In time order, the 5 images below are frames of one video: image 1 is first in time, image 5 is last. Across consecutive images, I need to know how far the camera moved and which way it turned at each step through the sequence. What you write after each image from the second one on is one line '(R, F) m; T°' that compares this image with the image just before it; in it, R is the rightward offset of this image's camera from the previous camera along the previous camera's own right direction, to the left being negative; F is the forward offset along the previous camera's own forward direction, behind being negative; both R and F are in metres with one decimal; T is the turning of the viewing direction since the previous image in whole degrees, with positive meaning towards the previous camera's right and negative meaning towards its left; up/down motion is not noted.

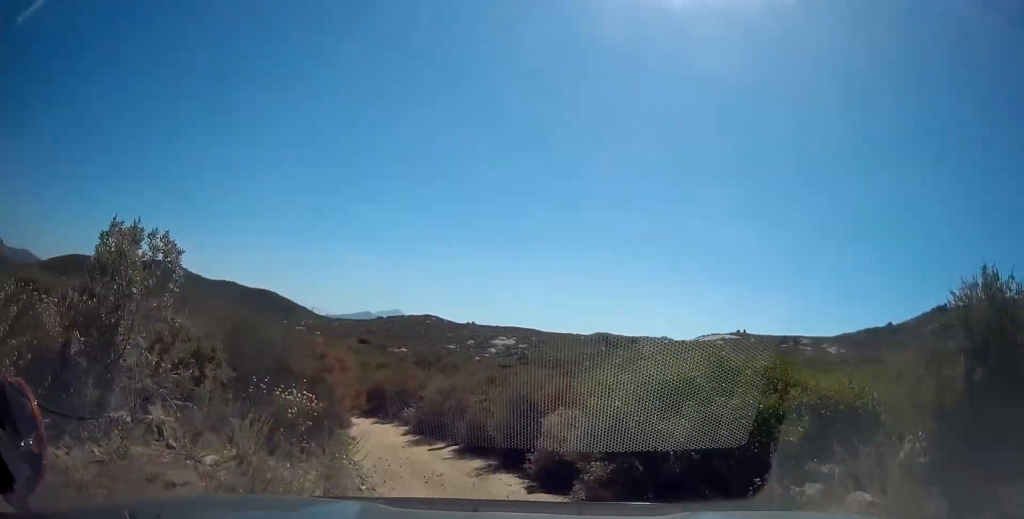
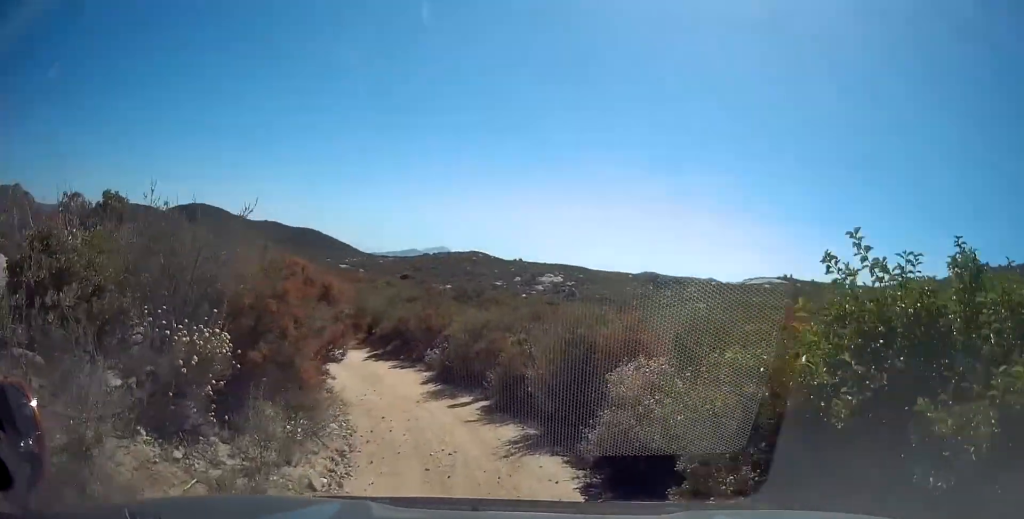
(-0.1, +4.0) m; -8°
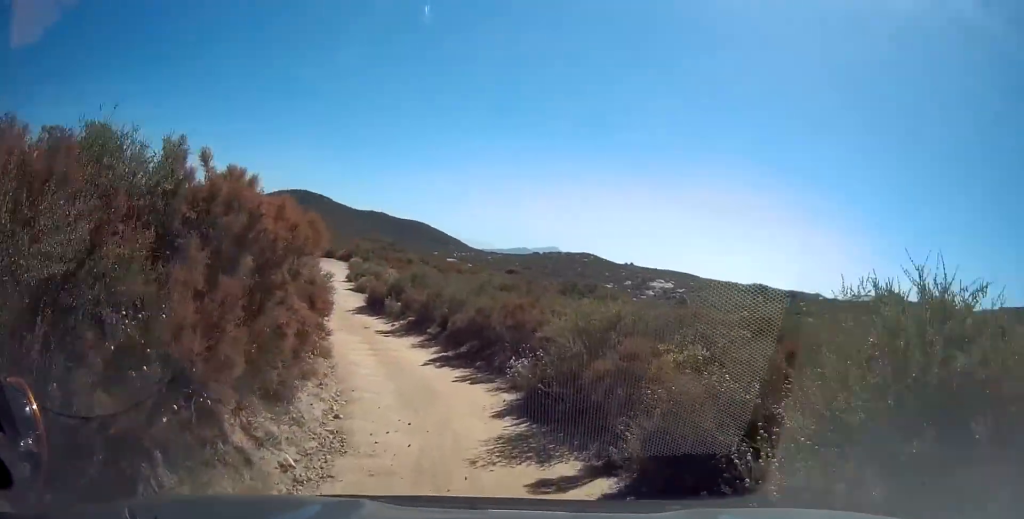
(-0.9, +6.5) m; -12°
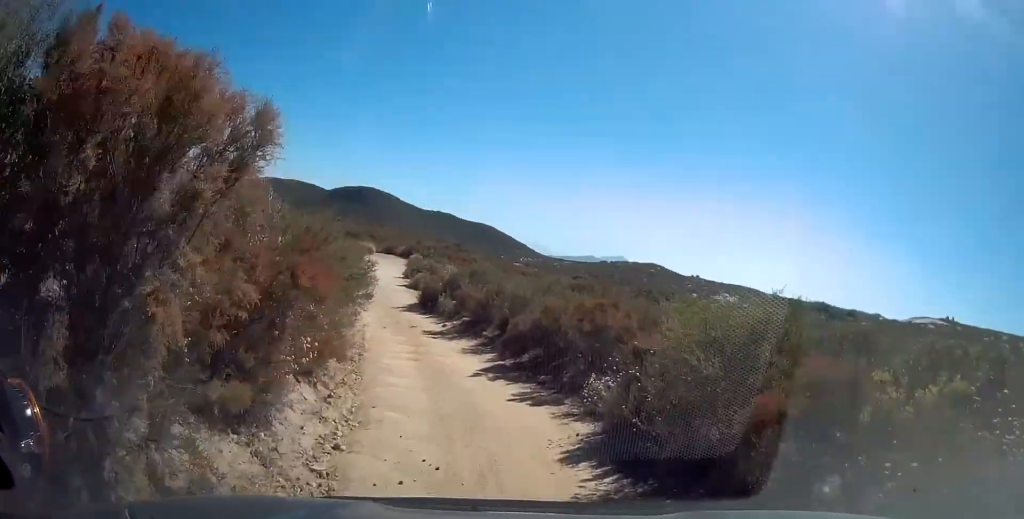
(-0.1, +2.9) m; -4°
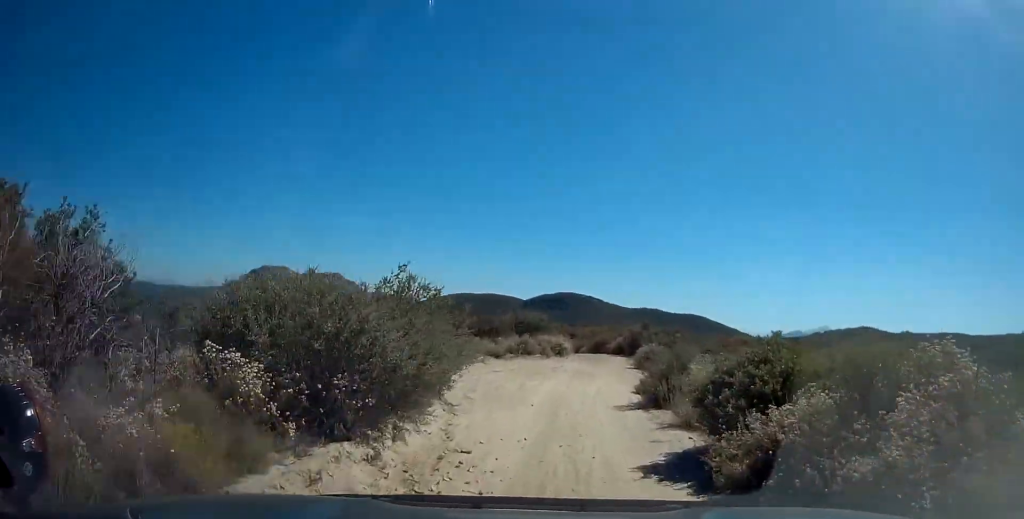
(-6.2, +29.2) m; -20°
